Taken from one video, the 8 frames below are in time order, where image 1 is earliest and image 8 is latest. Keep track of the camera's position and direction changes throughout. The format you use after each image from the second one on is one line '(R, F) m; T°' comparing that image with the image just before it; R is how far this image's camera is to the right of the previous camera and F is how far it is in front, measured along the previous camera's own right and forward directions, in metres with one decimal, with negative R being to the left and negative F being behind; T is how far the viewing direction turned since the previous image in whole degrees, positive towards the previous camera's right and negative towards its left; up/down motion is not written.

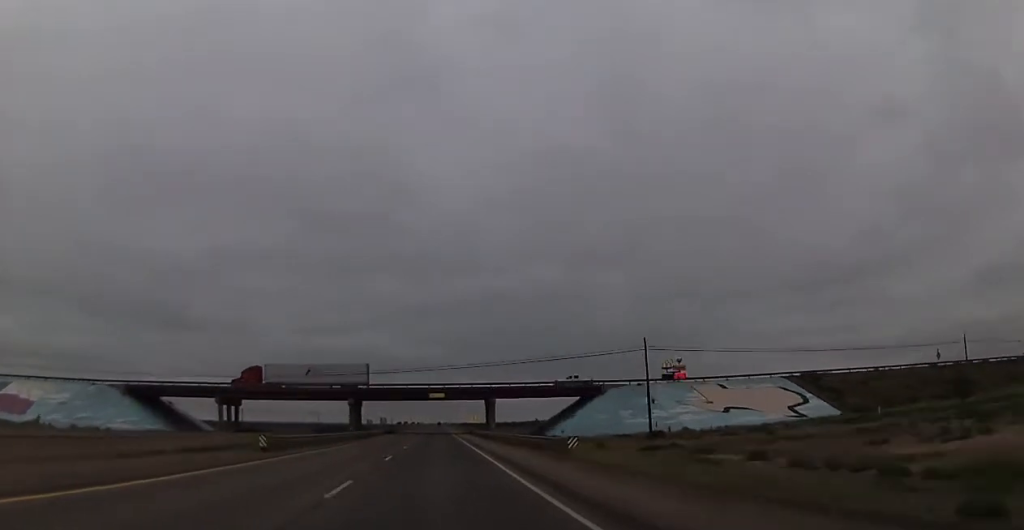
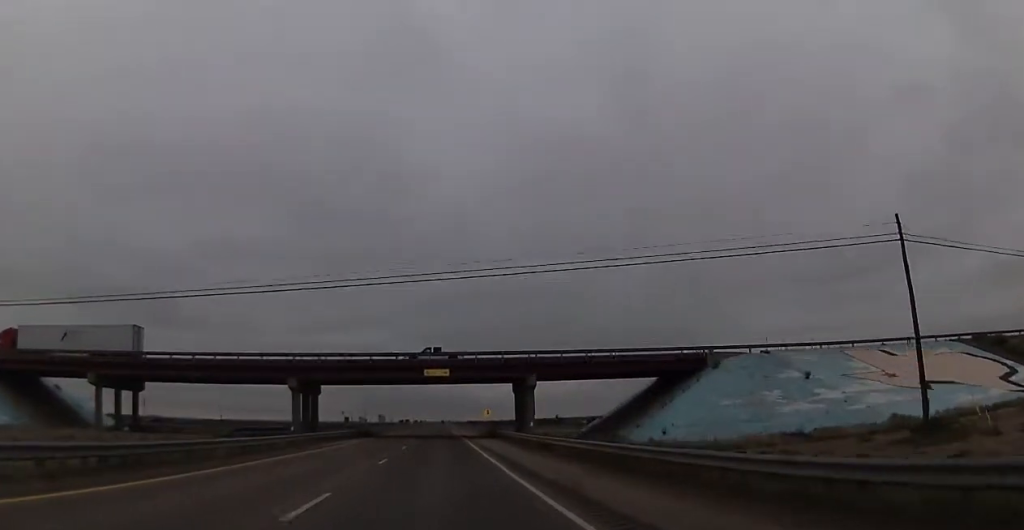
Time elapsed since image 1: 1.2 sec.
(-0.1, +39.3) m; 0°
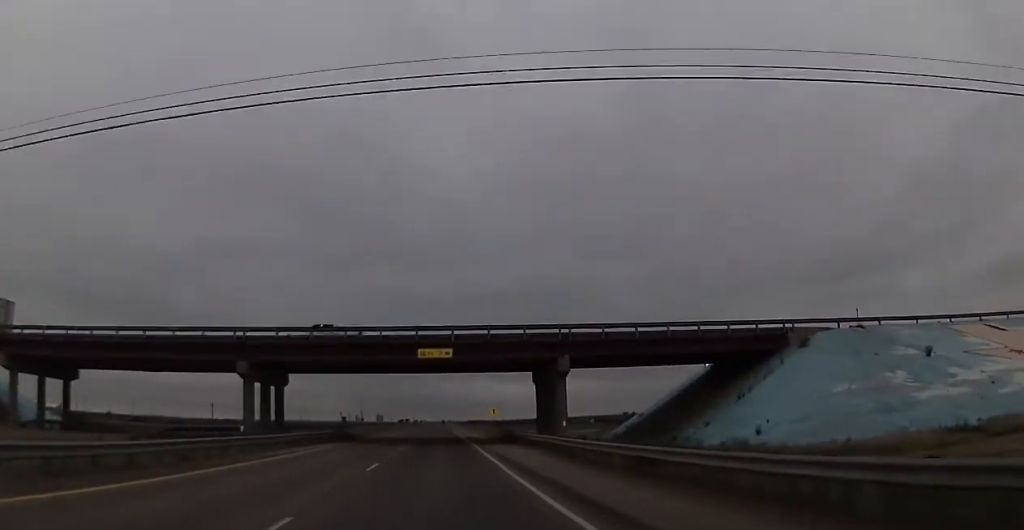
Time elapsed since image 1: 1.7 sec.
(0.0, +14.9) m; 0°
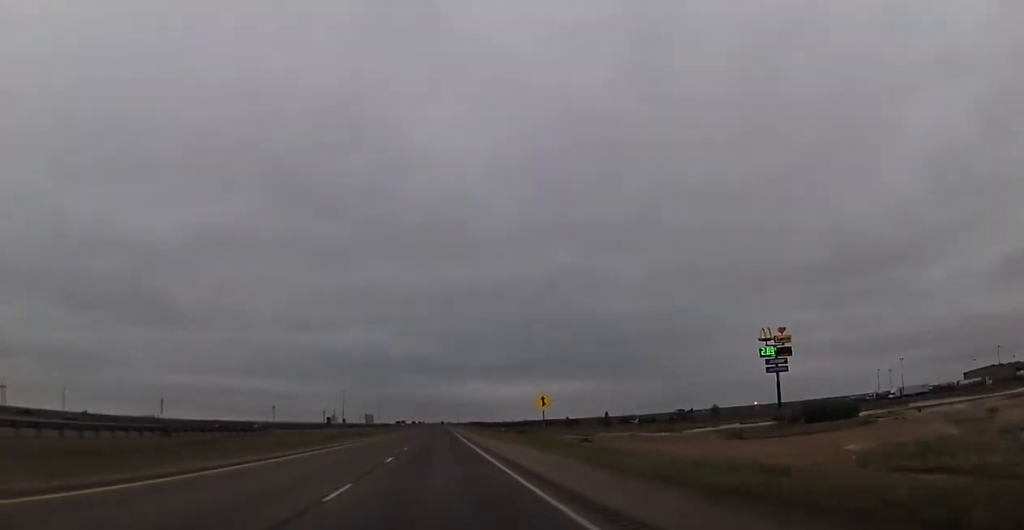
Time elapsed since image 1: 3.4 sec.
(0.0, +55.1) m; +1°
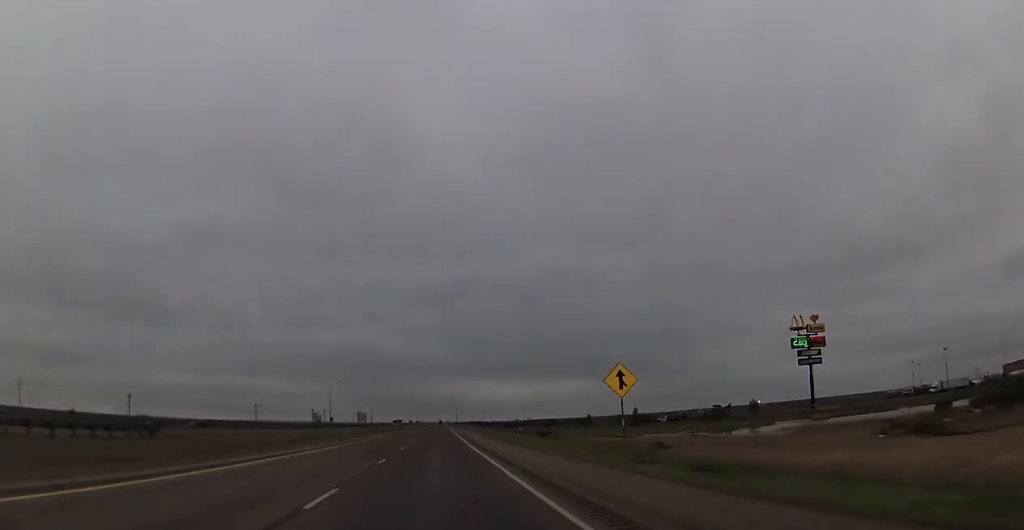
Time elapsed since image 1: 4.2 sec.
(+0.5, +25.4) m; 0°
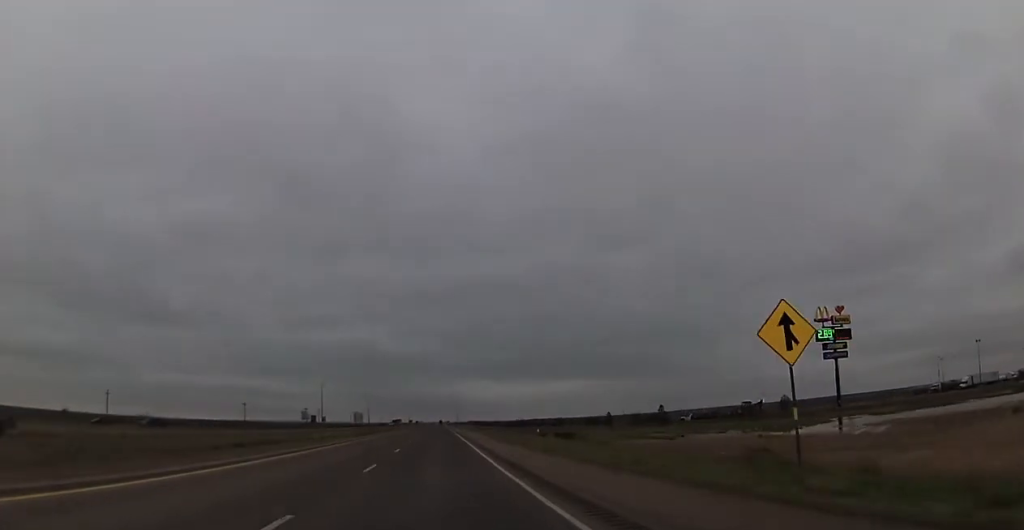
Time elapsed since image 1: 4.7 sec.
(-0.2, +15.9) m; 0°
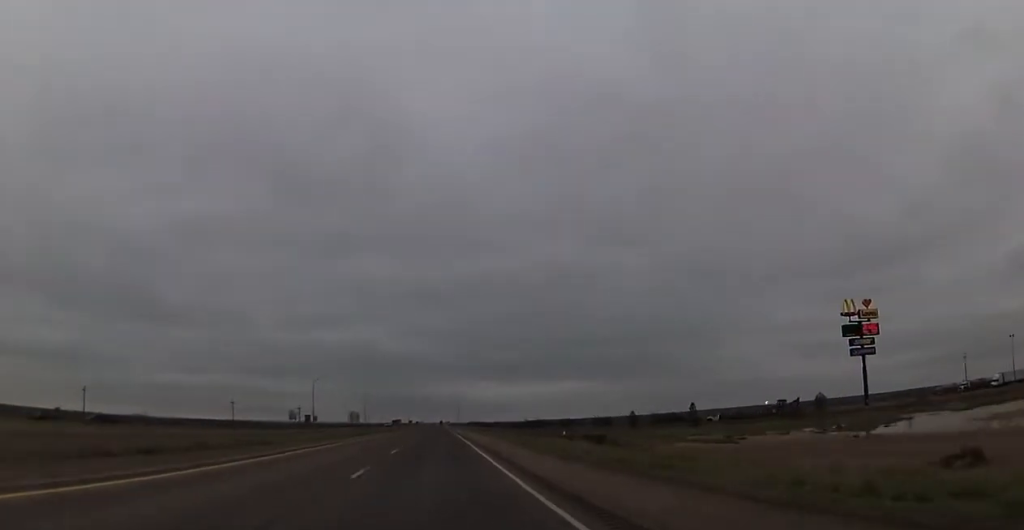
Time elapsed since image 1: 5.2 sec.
(-0.3, +14.8) m; 0°
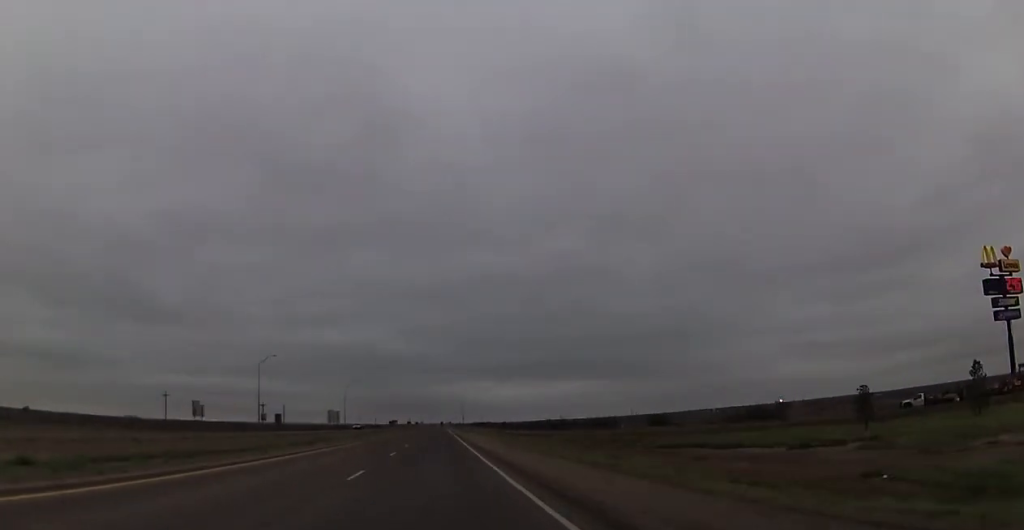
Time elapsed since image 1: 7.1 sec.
(-0.2, +60.5) m; 0°
